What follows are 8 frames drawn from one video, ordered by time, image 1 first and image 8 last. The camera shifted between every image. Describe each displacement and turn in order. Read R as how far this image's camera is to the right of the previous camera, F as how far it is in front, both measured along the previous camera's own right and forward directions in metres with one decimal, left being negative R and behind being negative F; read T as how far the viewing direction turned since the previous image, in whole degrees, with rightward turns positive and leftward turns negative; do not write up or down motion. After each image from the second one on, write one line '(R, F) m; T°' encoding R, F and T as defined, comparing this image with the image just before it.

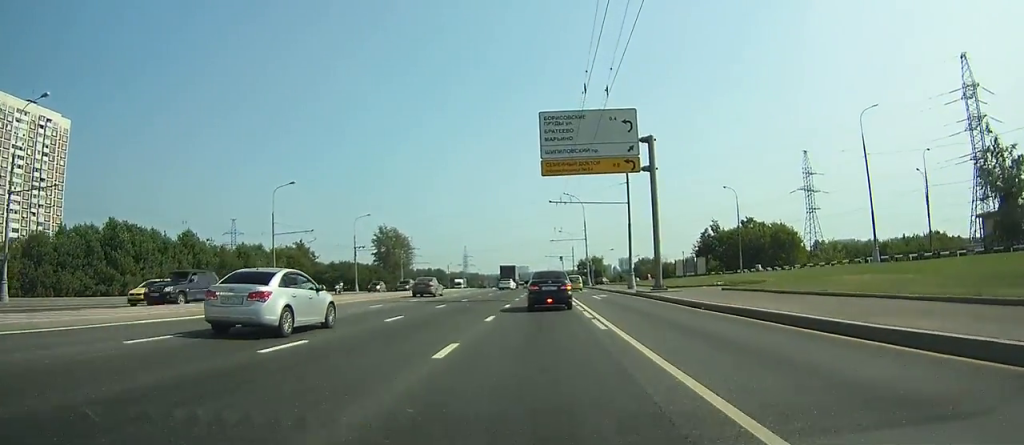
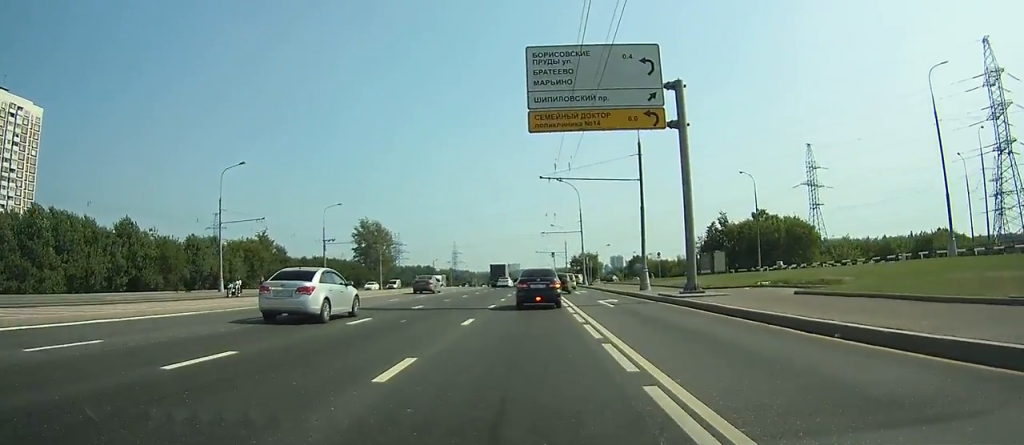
(+0.1, +10.2) m; +1°
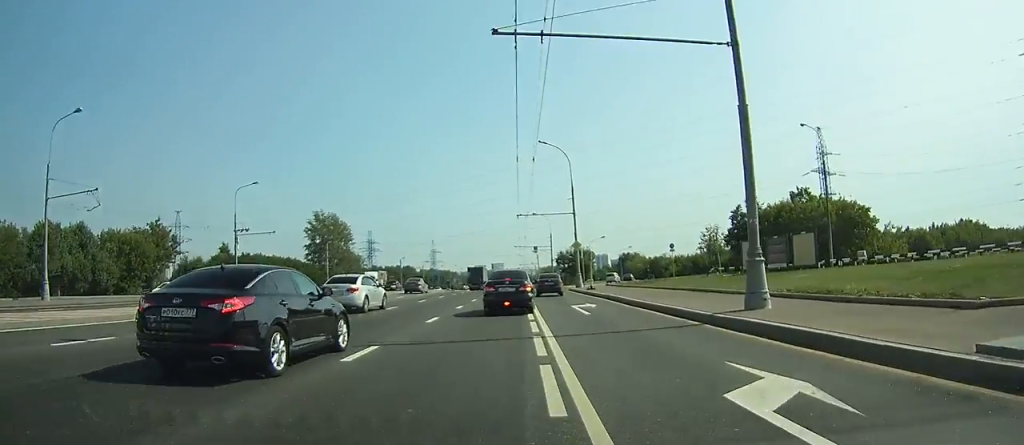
(+0.3, +21.6) m; +1°
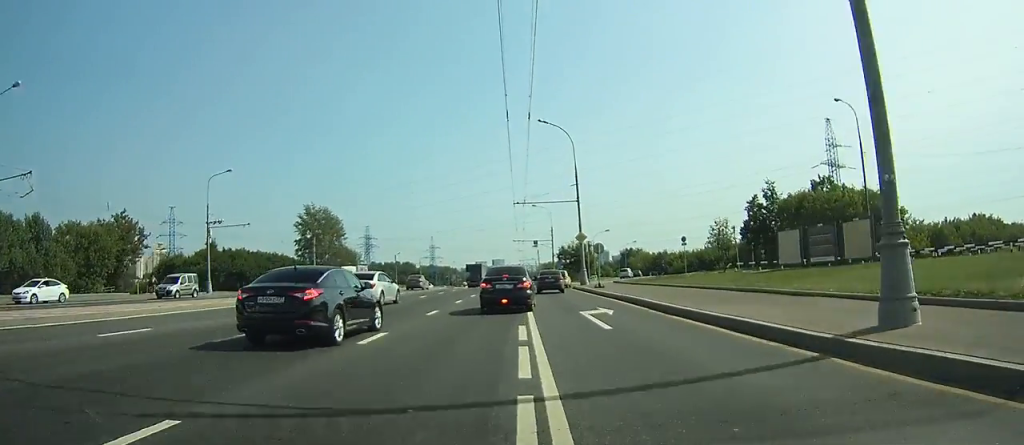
(0.0, +6.0) m; 0°
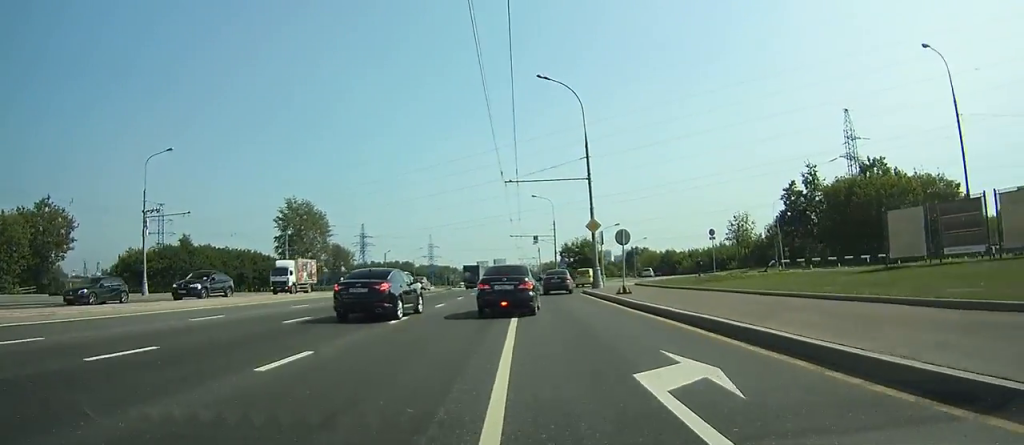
(0.0, +11.0) m; 0°
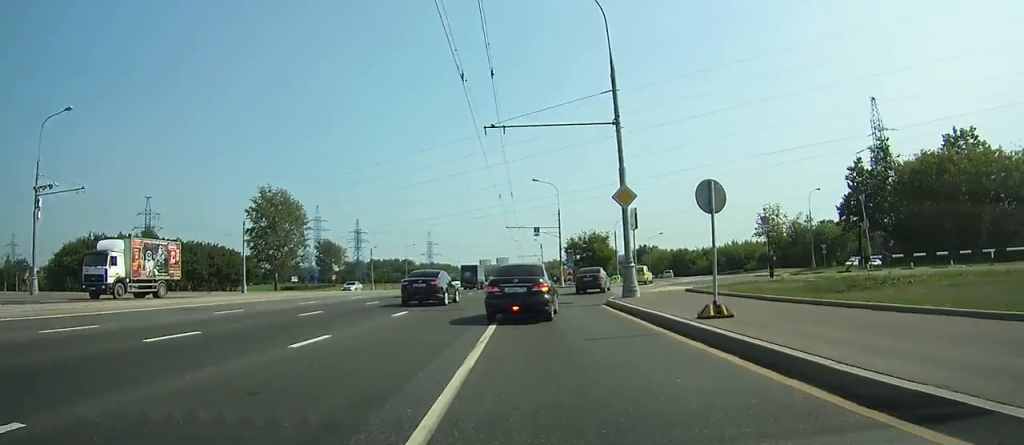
(0.0, +13.4) m; +1°
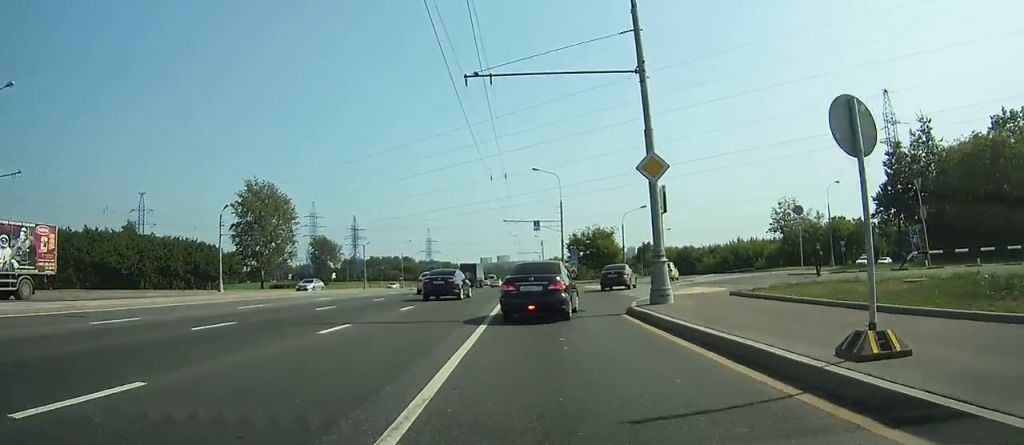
(+0.1, +5.9) m; 0°
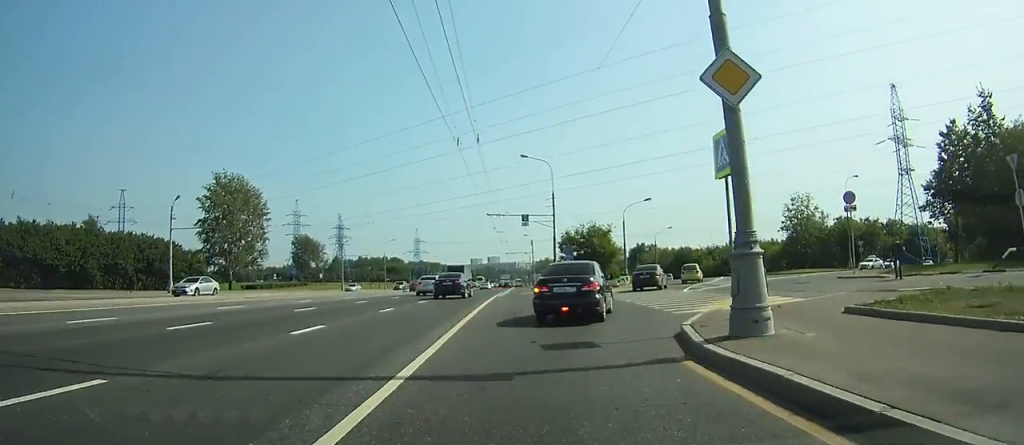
(0.0, +8.0) m; 0°
